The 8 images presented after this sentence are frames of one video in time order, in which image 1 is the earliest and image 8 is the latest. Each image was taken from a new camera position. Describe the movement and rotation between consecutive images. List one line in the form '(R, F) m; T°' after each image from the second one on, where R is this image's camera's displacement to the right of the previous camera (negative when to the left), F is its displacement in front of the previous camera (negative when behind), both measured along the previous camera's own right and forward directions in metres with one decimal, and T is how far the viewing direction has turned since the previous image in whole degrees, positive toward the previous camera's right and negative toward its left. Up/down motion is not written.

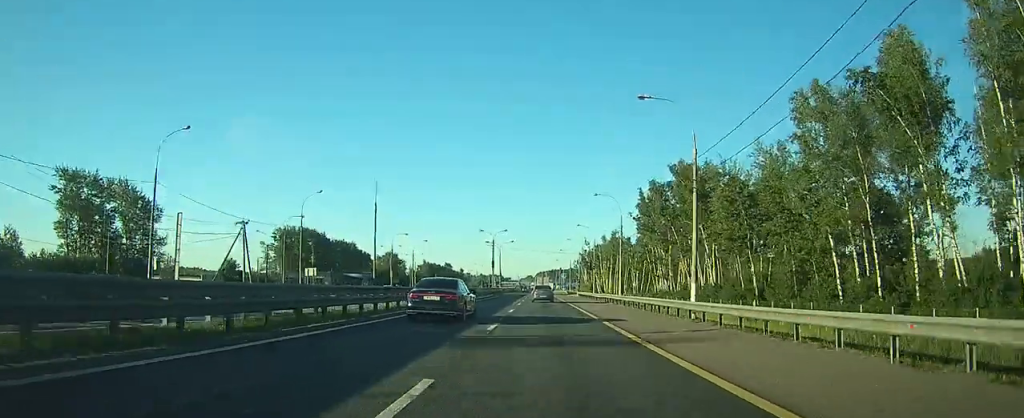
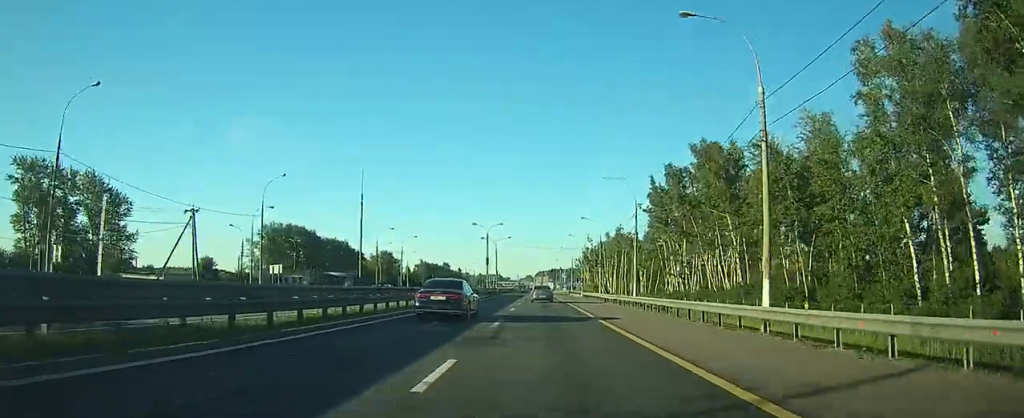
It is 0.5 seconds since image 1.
(0.0, +9.7) m; 0°
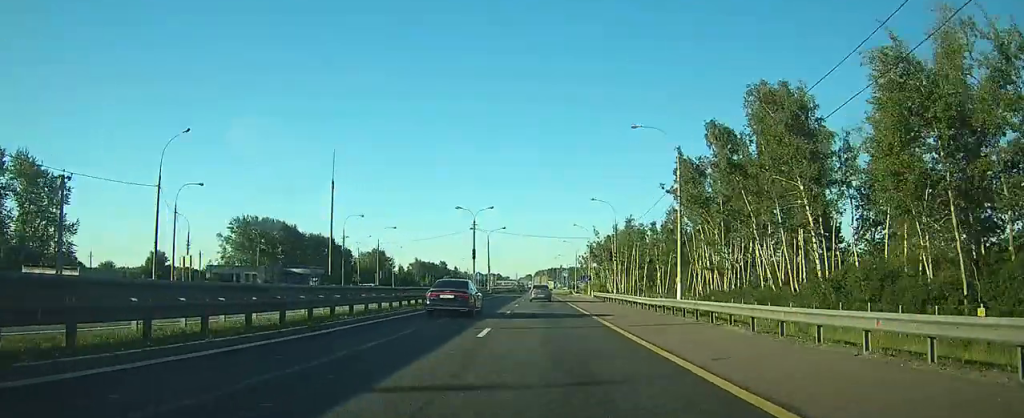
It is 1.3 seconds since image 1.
(0.0, +16.9) m; 0°
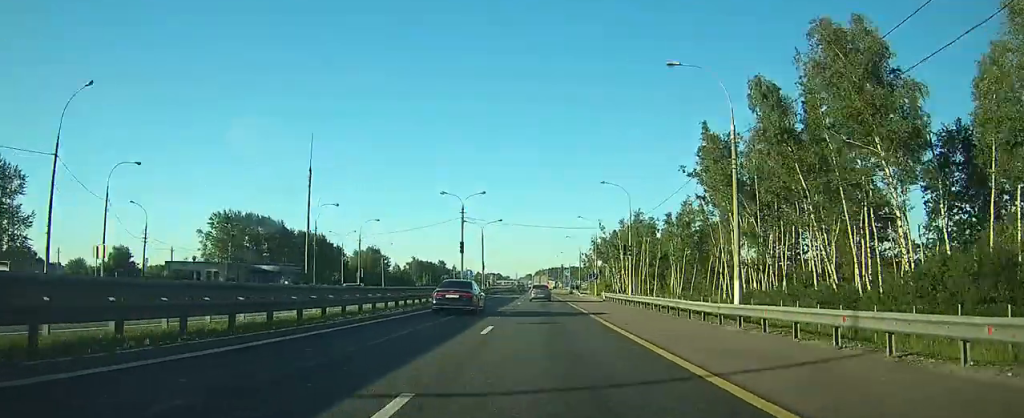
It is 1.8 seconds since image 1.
(0.0, +10.6) m; 0°
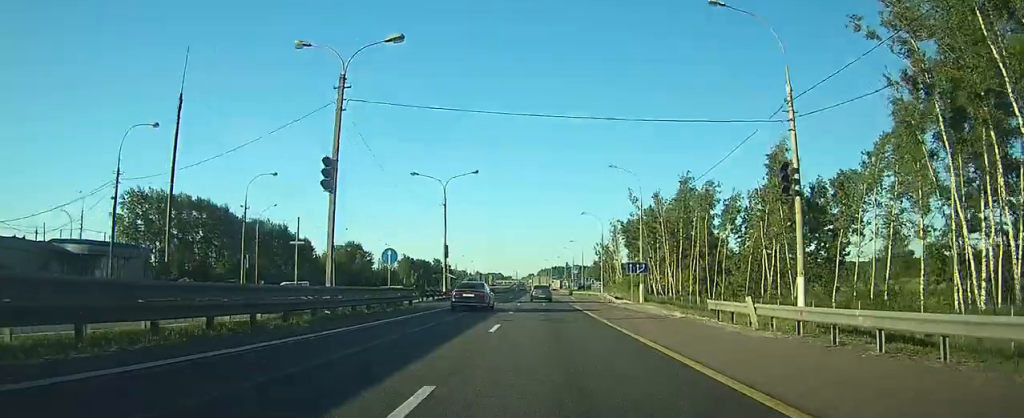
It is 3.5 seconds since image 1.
(0.0, +36.2) m; 0°
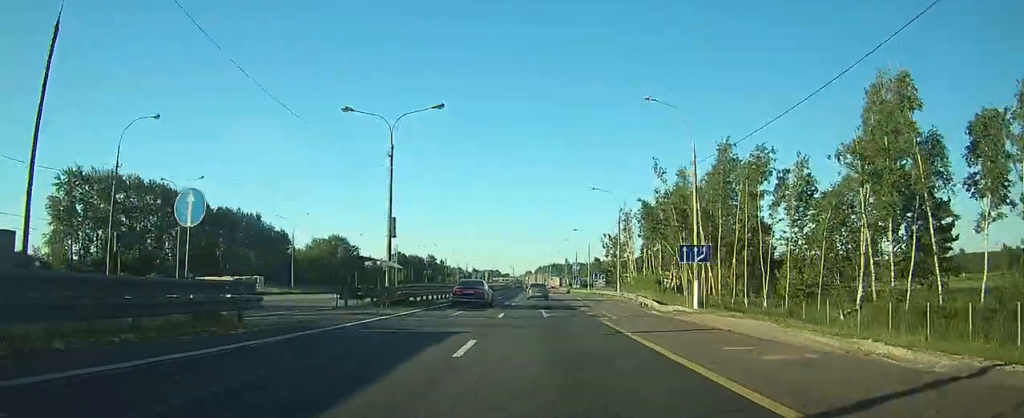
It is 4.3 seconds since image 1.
(0.0, +17.9) m; 0°
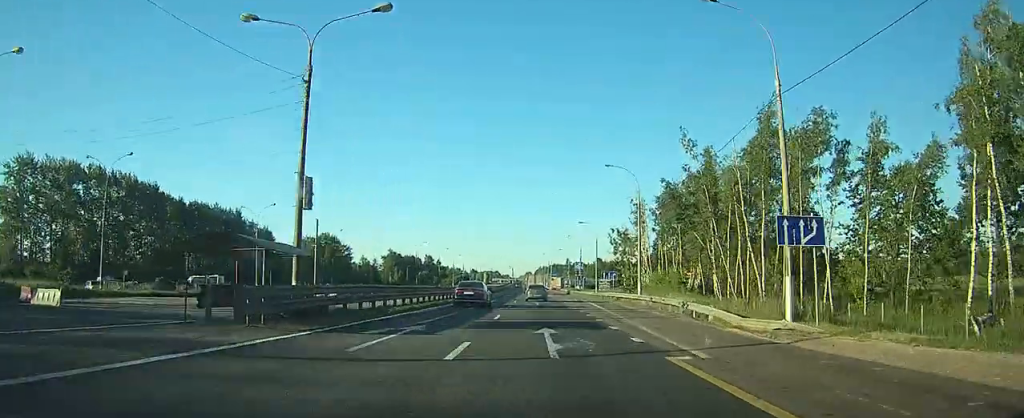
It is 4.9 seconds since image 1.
(0.0, +12.2) m; 0°
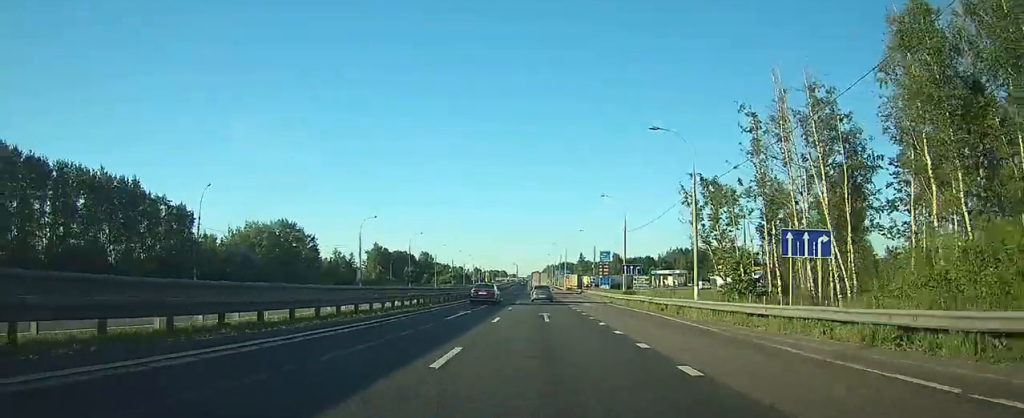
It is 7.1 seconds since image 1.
(-0.3, +48.7) m; -1°
